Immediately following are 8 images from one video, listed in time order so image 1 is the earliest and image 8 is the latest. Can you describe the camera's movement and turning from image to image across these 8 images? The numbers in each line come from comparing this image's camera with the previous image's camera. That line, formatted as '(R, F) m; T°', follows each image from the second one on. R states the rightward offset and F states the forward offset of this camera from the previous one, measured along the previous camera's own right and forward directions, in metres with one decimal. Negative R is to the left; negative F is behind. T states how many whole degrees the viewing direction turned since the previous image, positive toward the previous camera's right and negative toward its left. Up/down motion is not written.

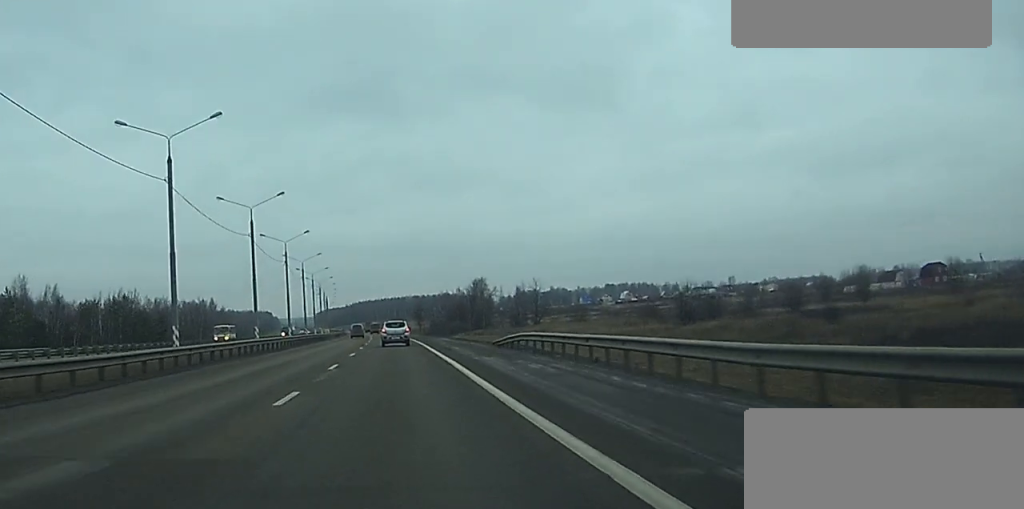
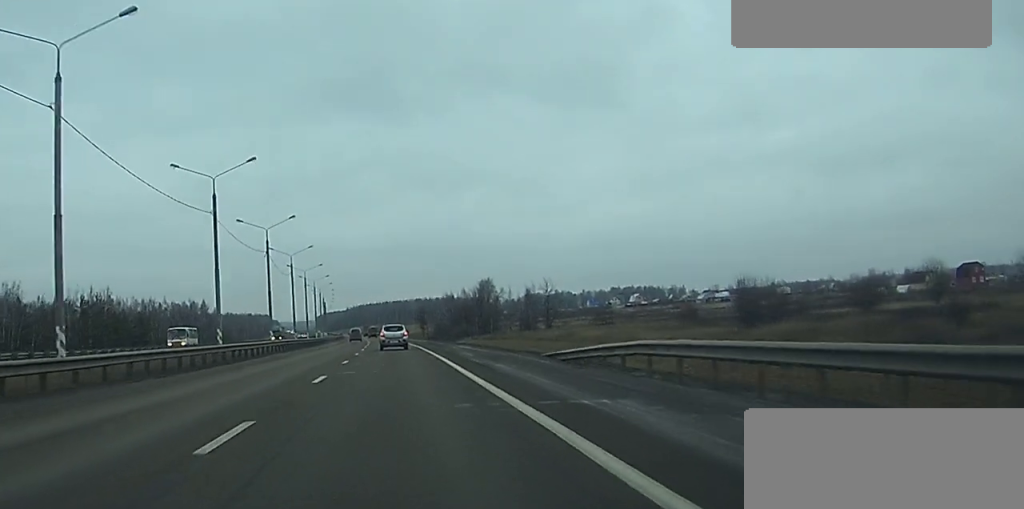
(0.0, +17.7) m; 0°
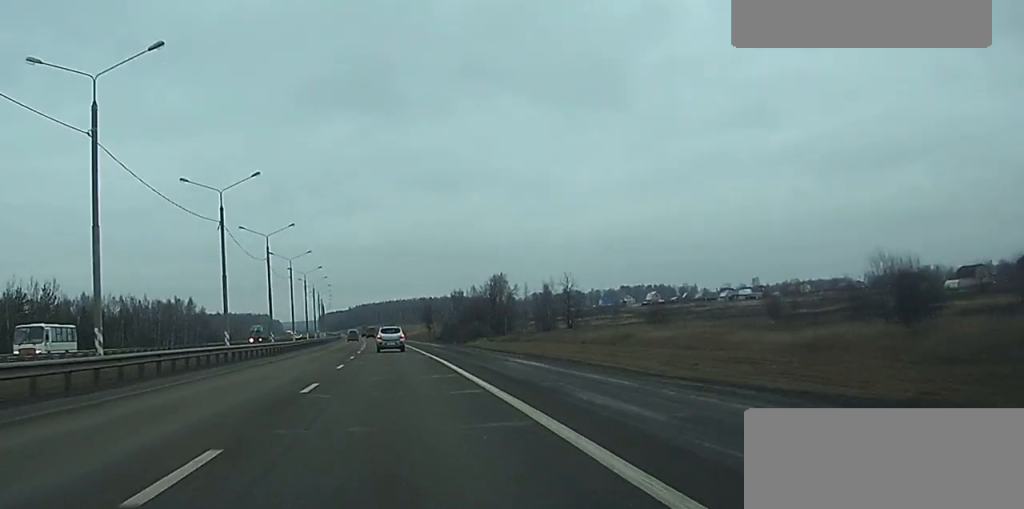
(-0.1, +26.7) m; -1°
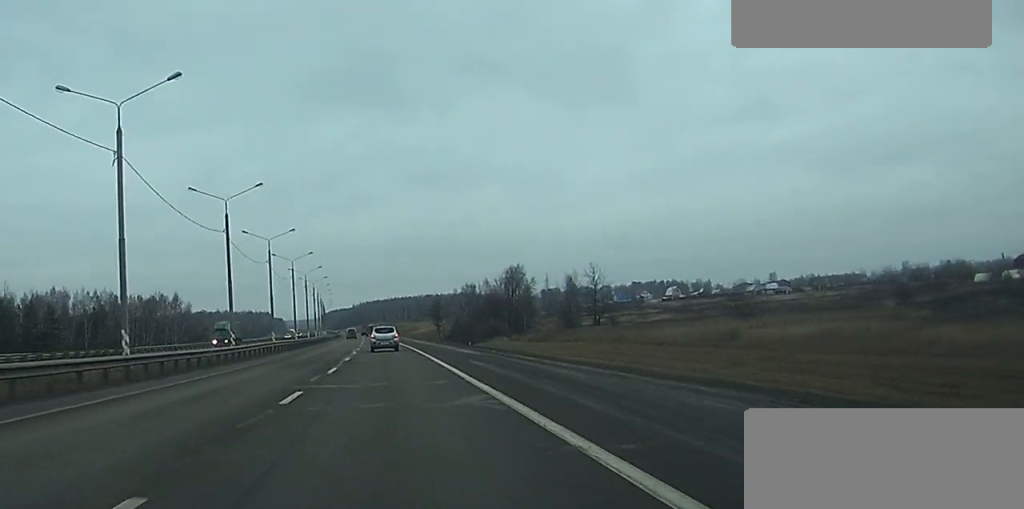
(-0.2, +26.7) m; -1°
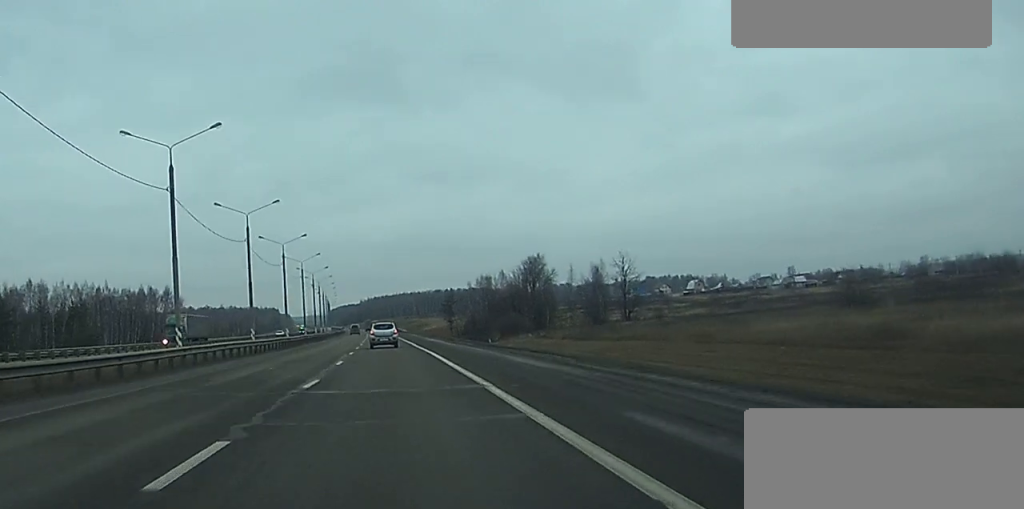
(-0.1, +20.5) m; -1°
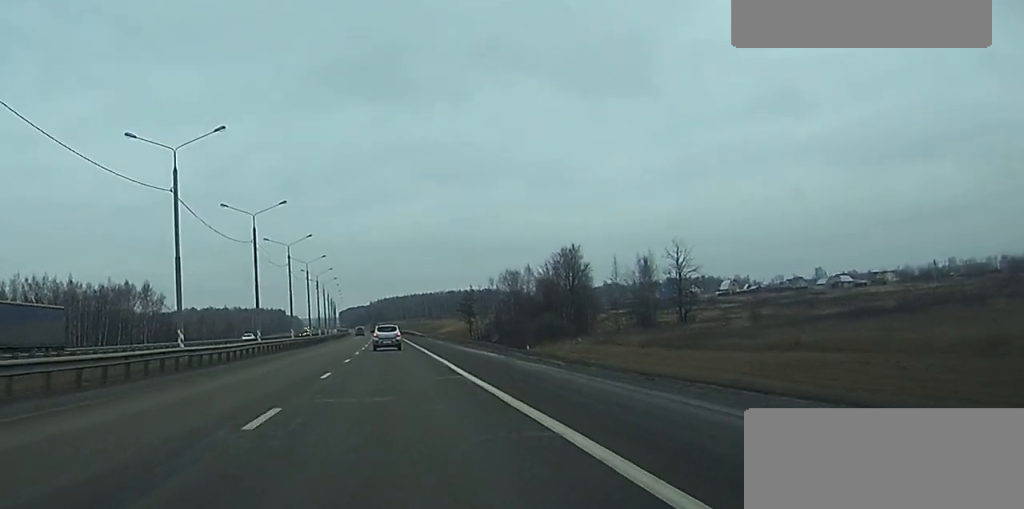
(-0.2, +31.2) m; 0°
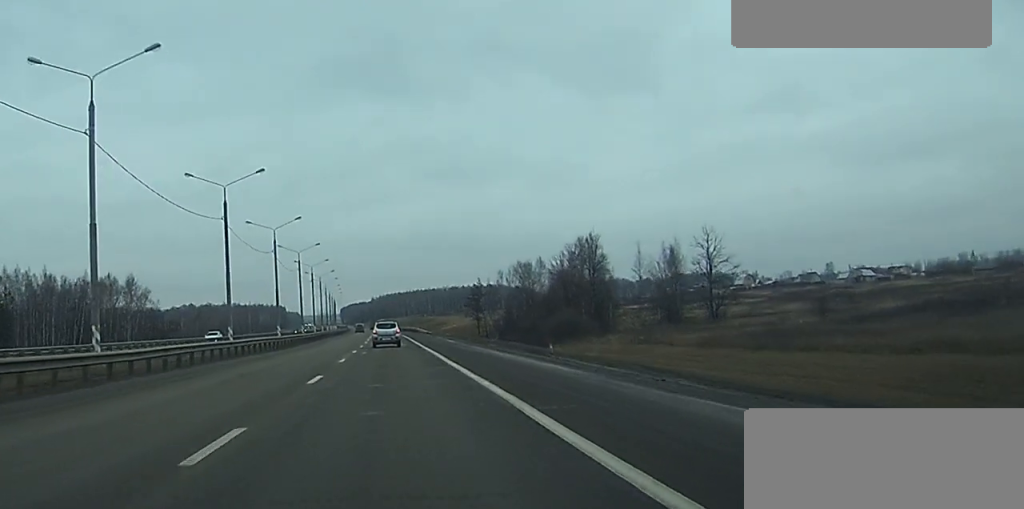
(0.0, +15.2) m; 0°
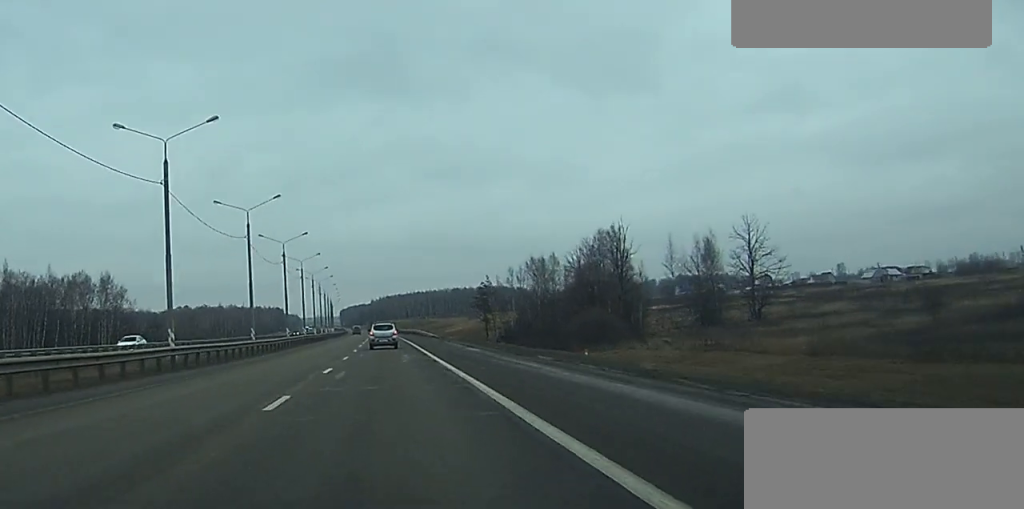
(+0.1, +18.0) m; 0°
